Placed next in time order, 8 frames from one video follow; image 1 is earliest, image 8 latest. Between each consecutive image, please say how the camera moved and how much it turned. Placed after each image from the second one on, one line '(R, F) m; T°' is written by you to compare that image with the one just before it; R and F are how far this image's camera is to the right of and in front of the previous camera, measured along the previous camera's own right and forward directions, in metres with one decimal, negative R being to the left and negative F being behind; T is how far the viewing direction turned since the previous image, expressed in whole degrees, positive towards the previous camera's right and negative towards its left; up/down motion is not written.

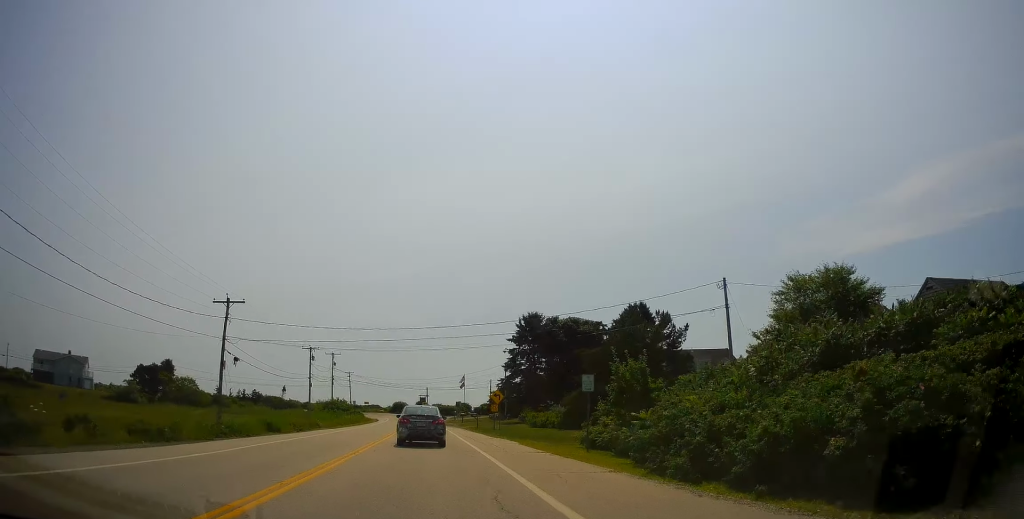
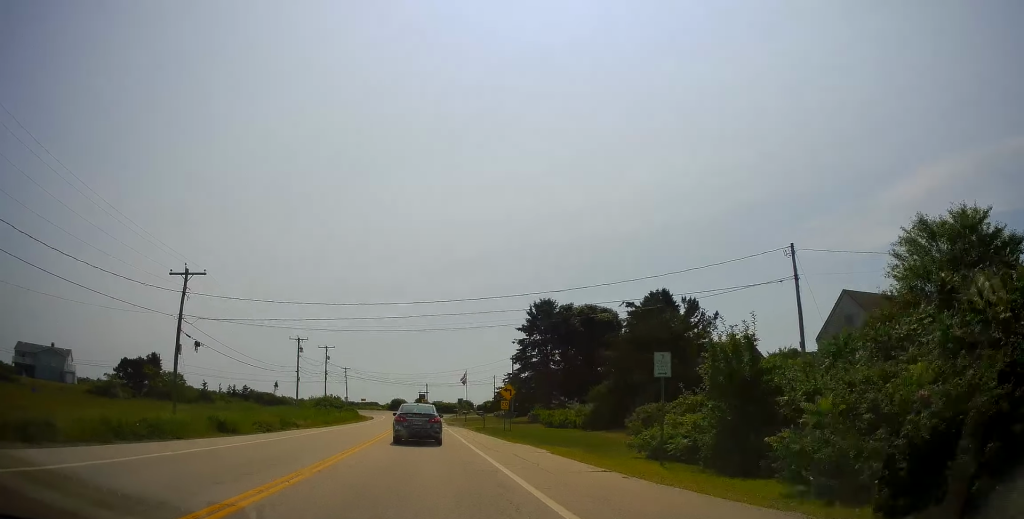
(-0.1, +7.4) m; -2°
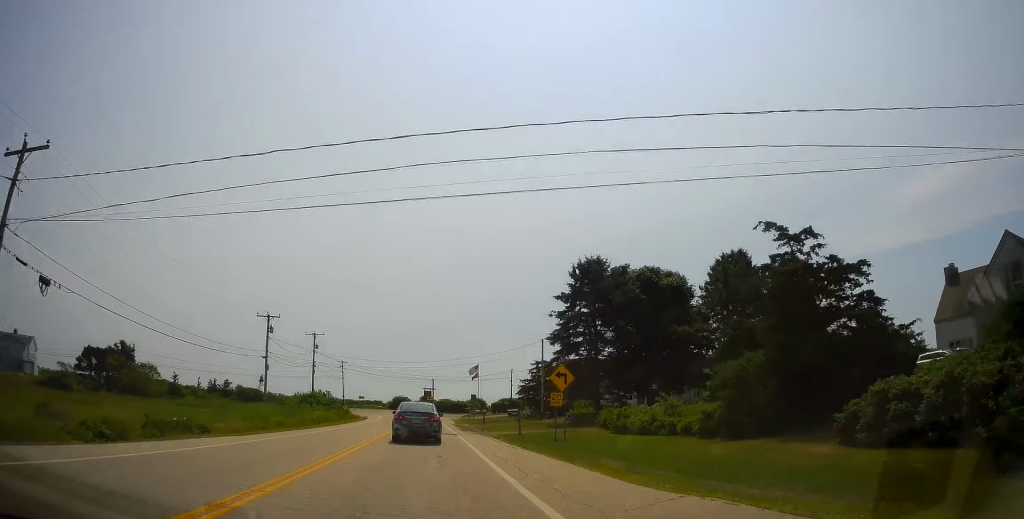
(-0.8, +16.4) m; 0°
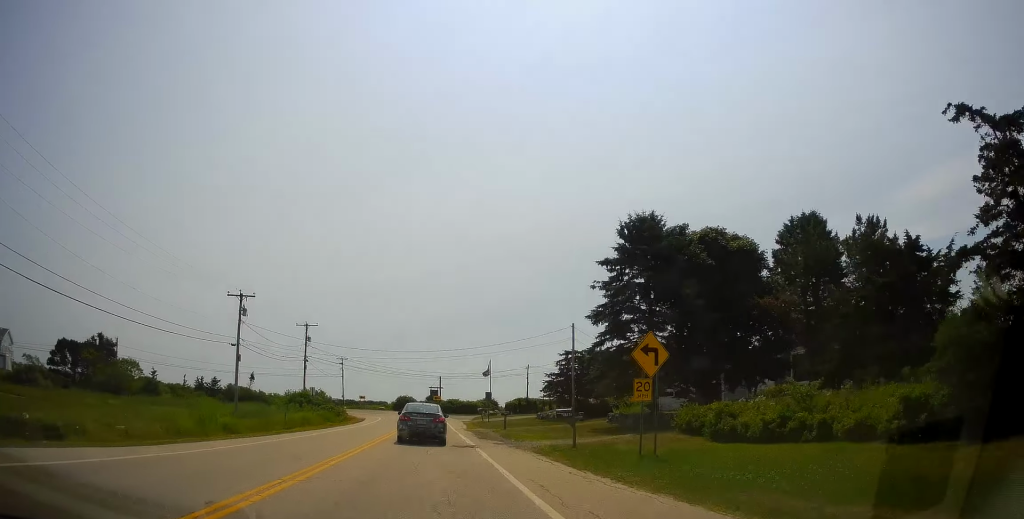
(+0.4, +10.4) m; +1°
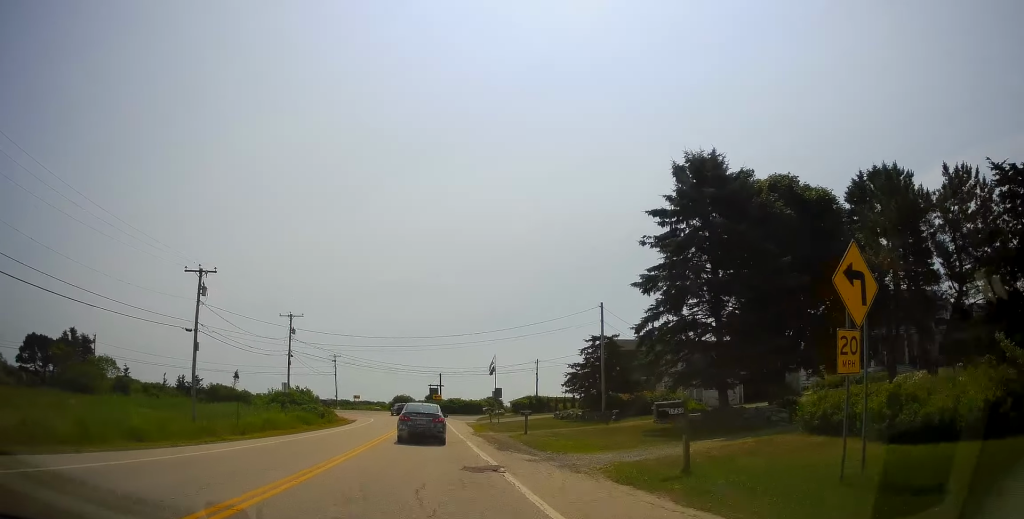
(+0.4, +8.7) m; +1°
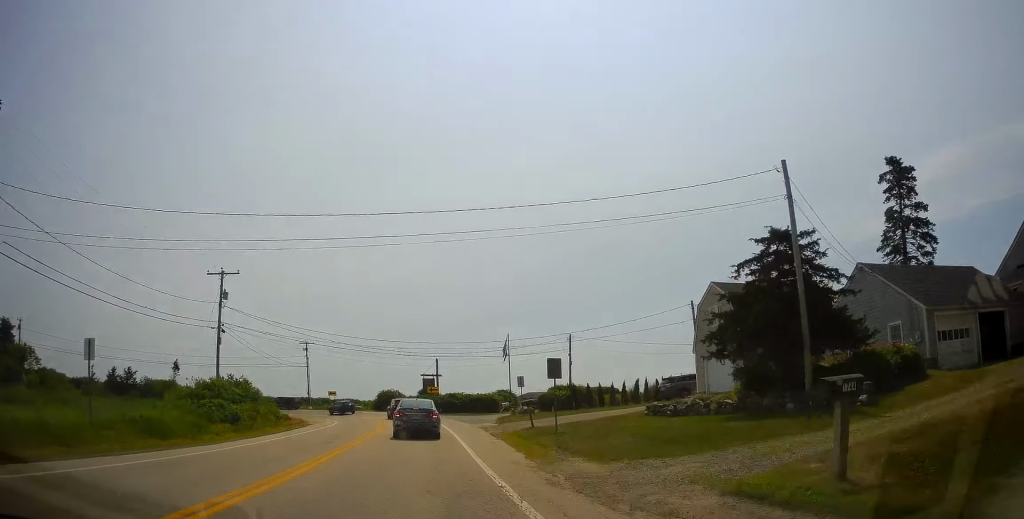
(-0.5, +22.7) m; 0°
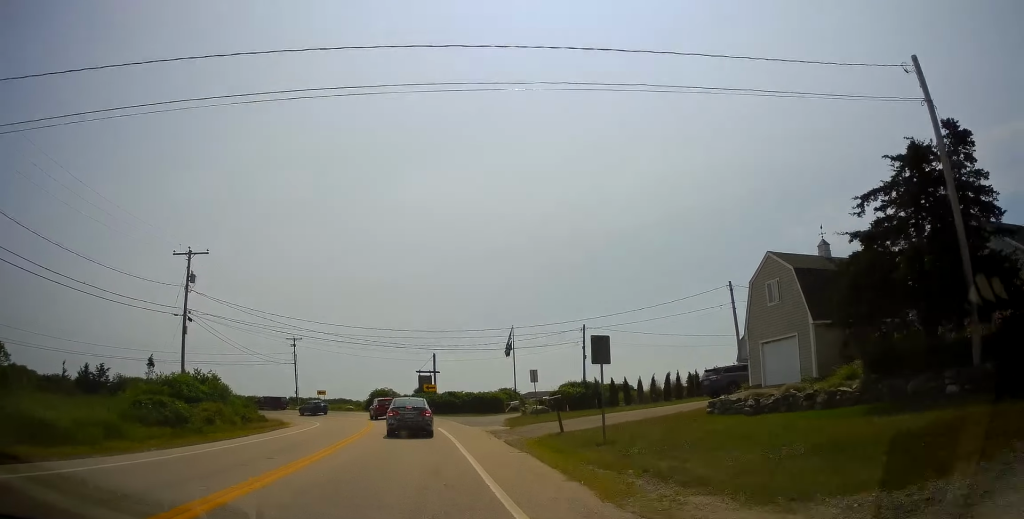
(0.0, +6.7) m; 0°
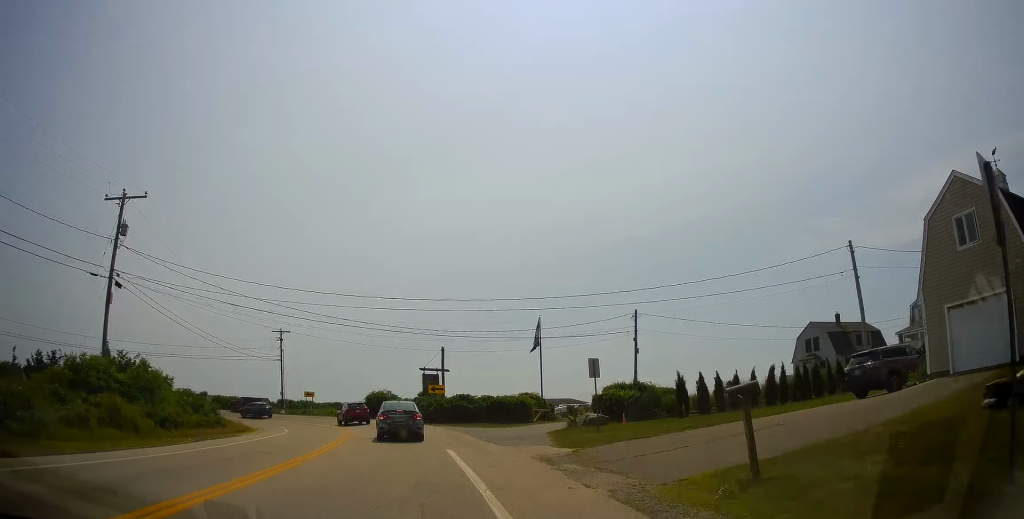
(0.0, +12.2) m; -2°
